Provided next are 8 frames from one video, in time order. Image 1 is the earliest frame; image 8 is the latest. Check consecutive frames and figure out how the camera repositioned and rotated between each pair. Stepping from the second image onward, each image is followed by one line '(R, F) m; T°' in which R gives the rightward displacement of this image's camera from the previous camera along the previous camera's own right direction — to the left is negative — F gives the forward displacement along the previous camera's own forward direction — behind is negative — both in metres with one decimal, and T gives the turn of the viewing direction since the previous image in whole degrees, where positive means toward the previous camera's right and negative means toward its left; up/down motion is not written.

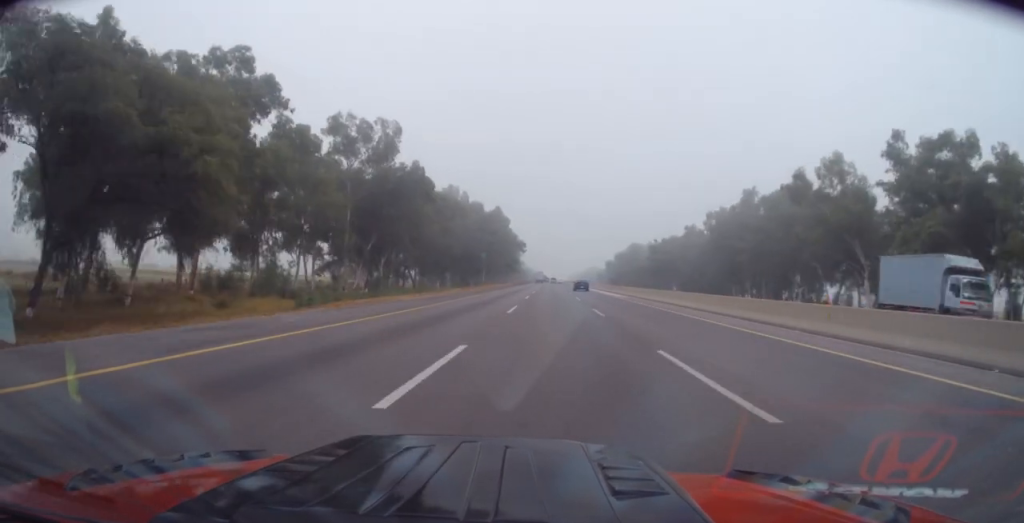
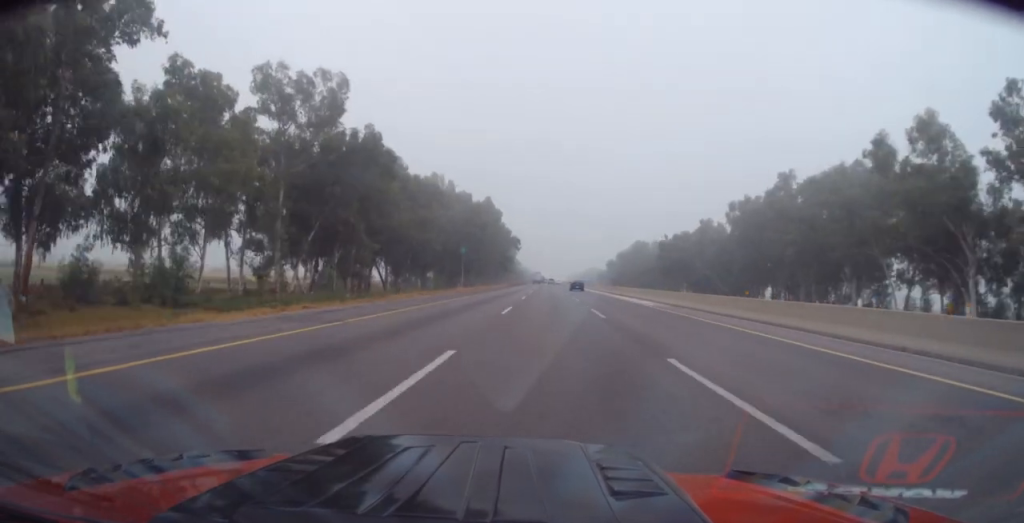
(0.0, +19.2) m; +1°
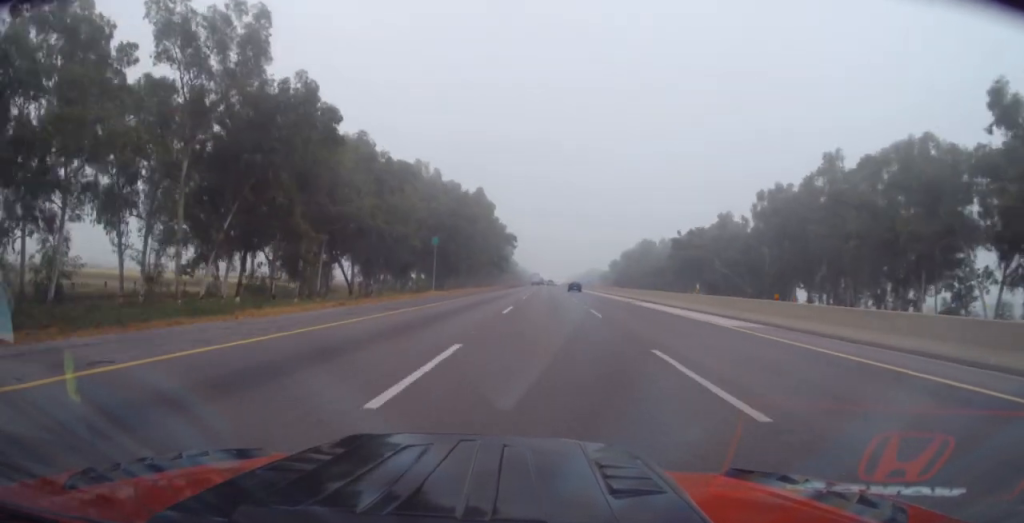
(+0.3, +16.6) m; +1°
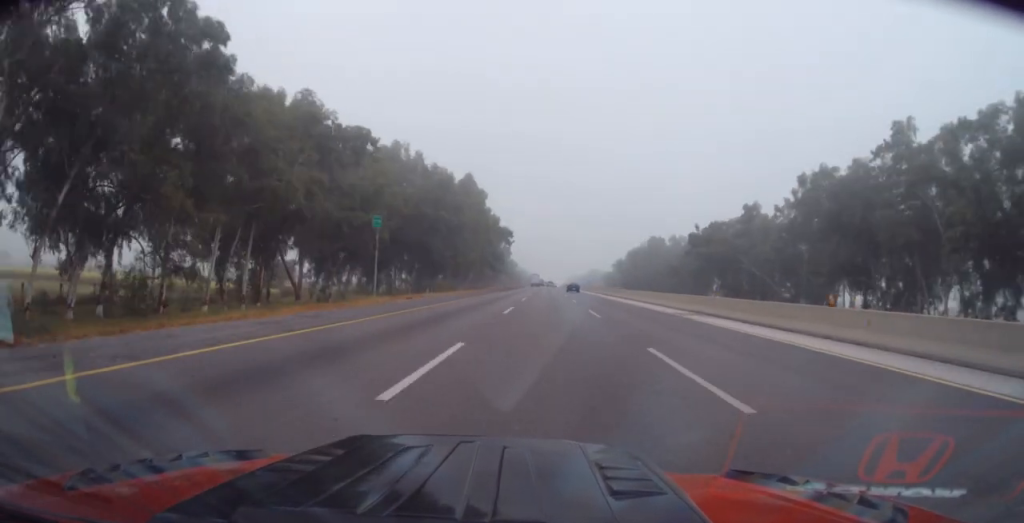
(+0.2, +17.5) m; 0°
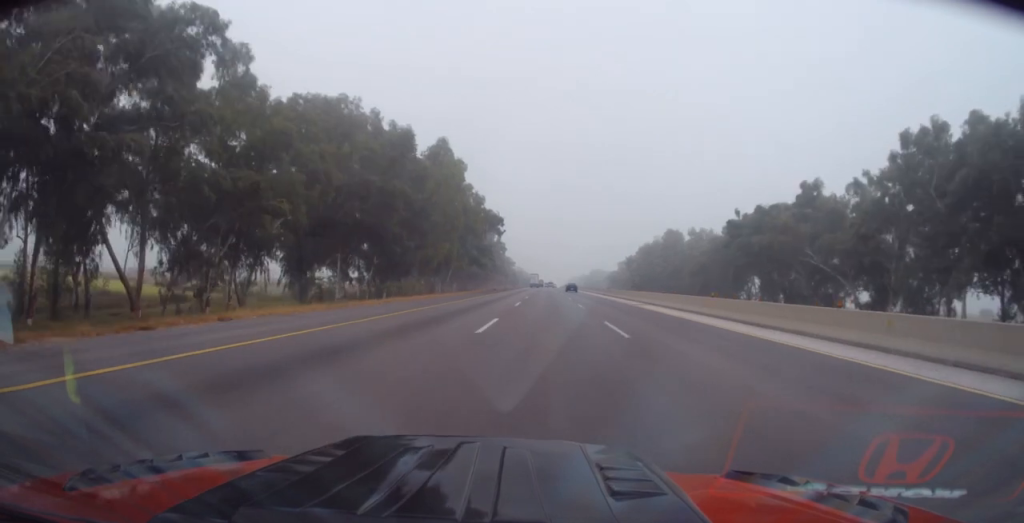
(-0.2, +26.9) m; -1°
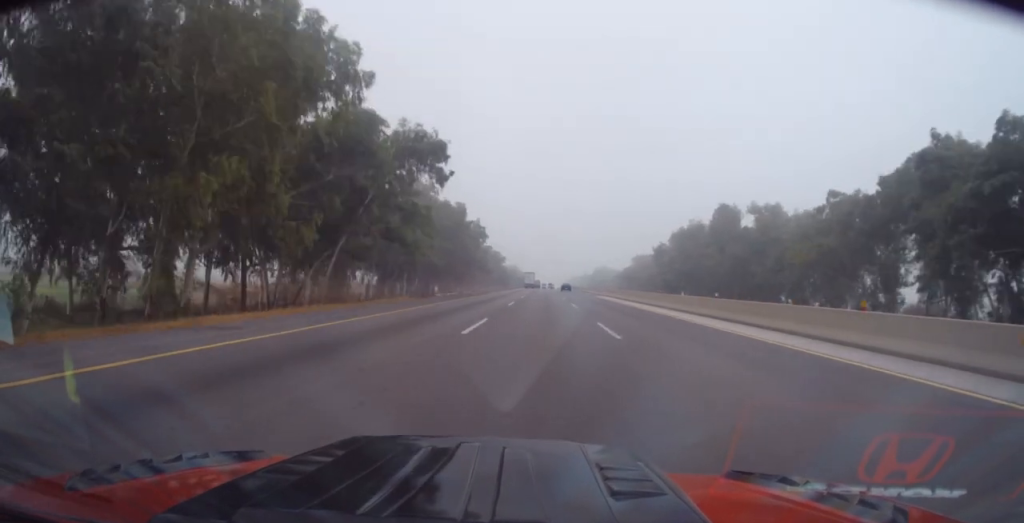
(+0.1, +54.5) m; 0°
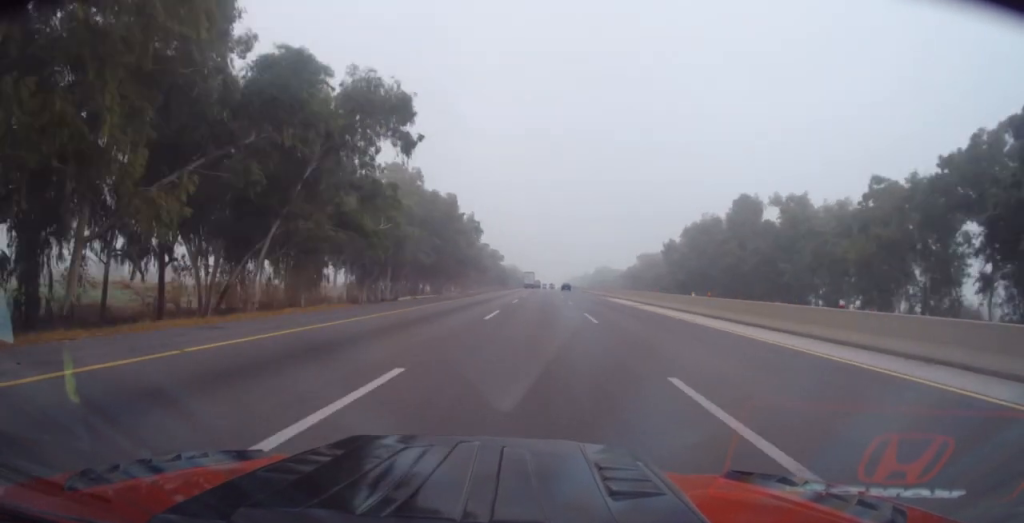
(-0.2, +12.1) m; -1°
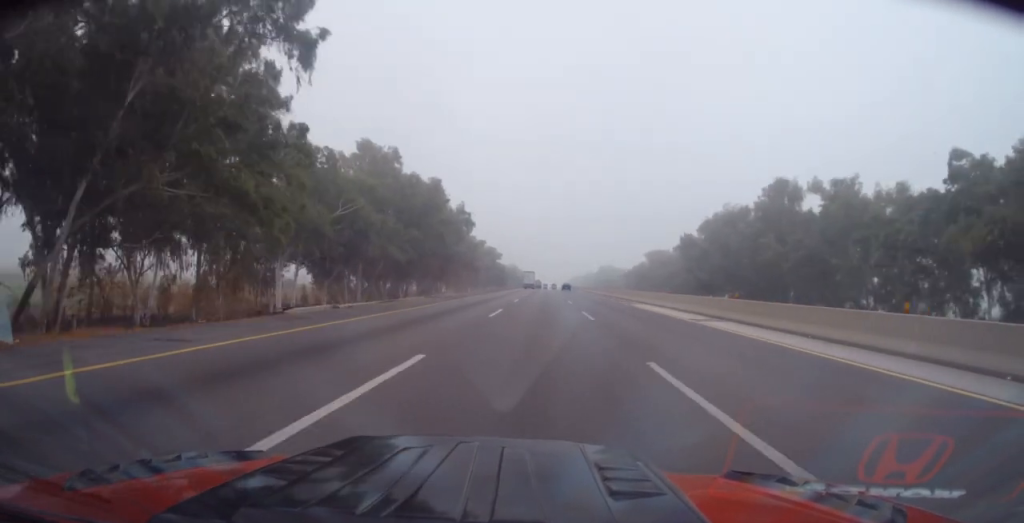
(-0.1, +16.3) m; 0°
